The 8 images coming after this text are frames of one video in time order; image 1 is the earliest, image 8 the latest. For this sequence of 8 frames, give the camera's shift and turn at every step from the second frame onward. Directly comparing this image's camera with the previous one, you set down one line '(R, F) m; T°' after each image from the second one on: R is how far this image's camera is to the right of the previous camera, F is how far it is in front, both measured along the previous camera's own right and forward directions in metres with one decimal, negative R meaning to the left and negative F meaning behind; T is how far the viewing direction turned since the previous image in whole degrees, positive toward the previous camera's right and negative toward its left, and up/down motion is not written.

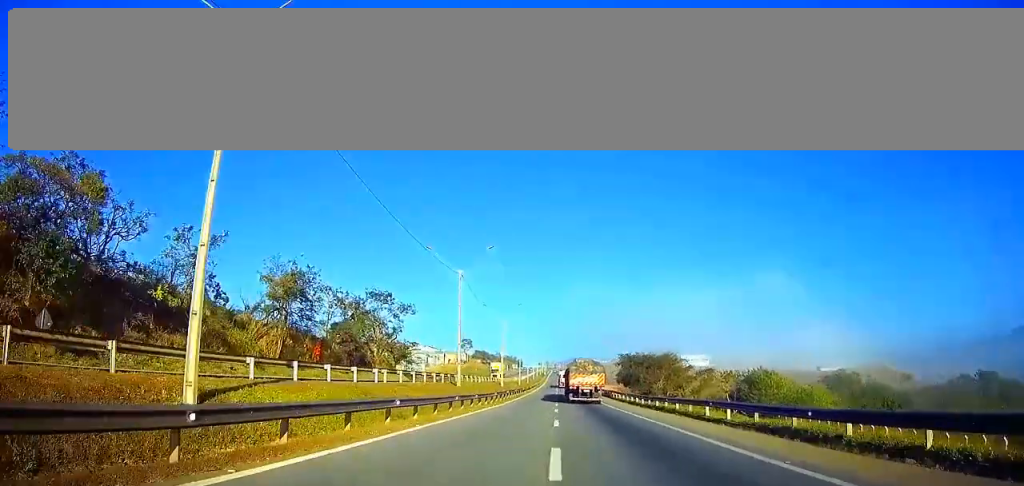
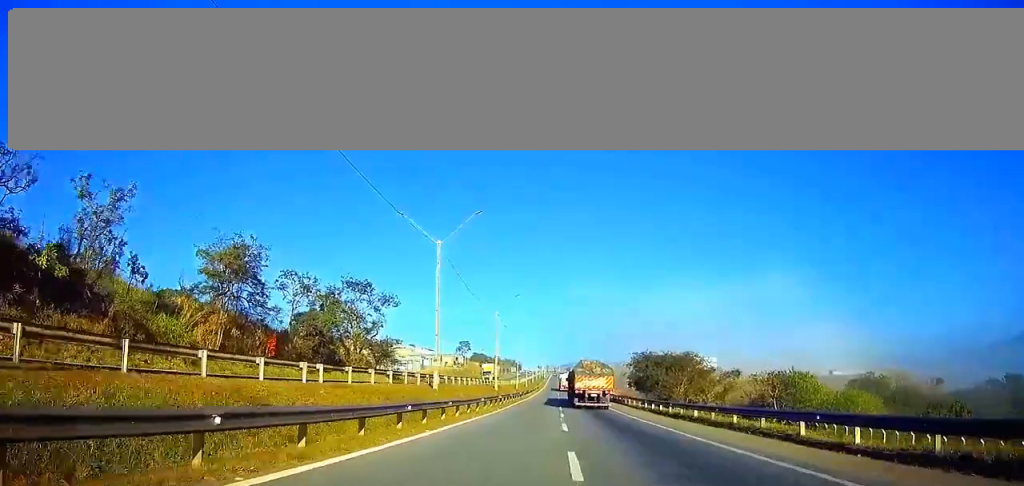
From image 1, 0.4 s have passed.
(0.0, +11.9) m; 0°
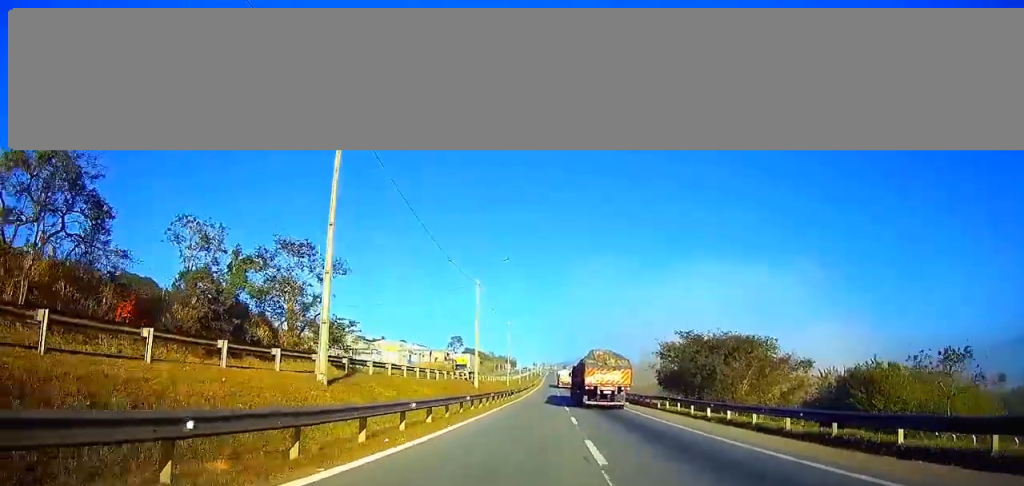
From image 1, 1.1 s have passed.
(+0.1, +21.6) m; 0°
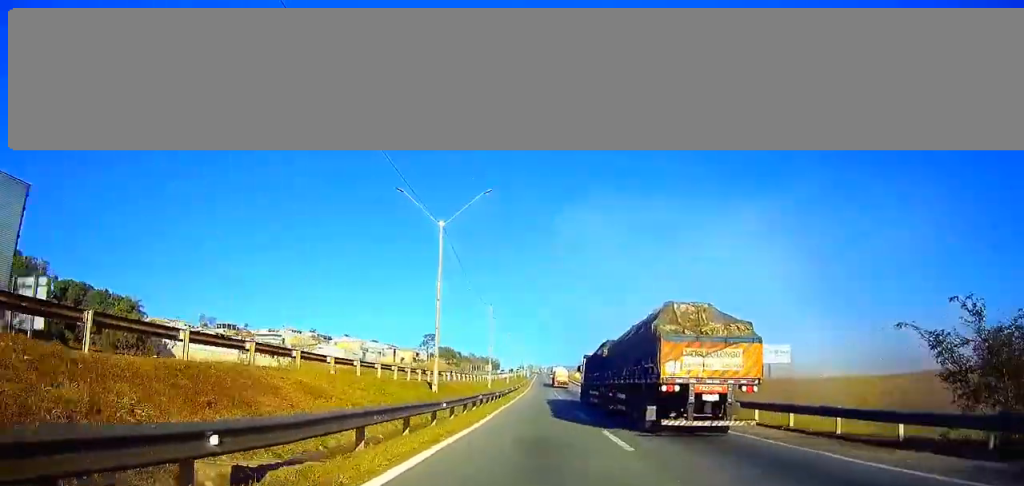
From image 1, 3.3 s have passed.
(+0.7, +63.3) m; +1°
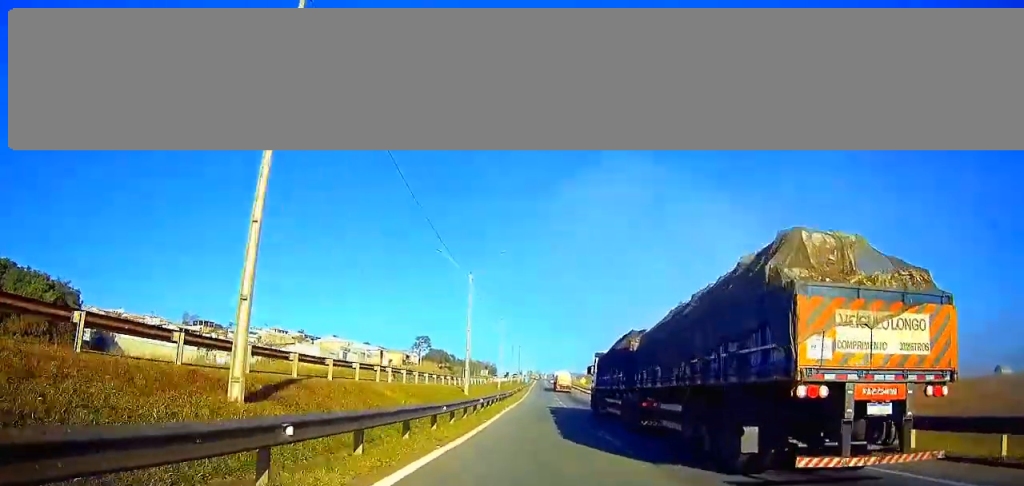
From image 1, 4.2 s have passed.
(+0.1, +24.4) m; 0°
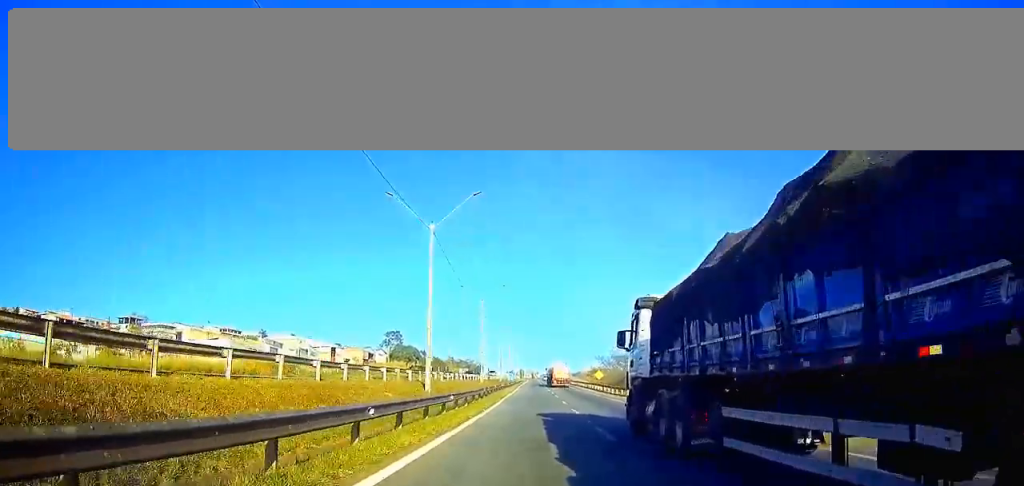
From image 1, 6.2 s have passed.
(+0.1, +55.2) m; 0°
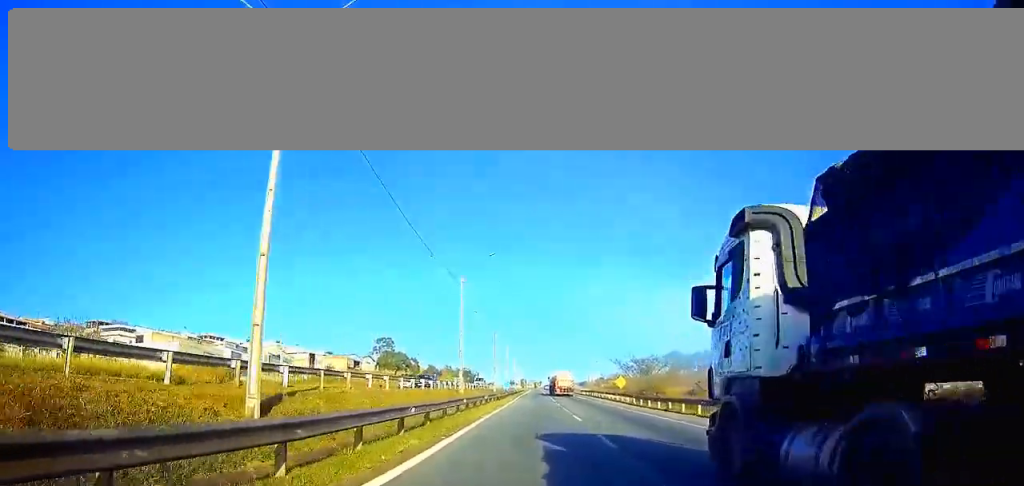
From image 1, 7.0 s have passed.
(0.0, +23.4) m; 0°
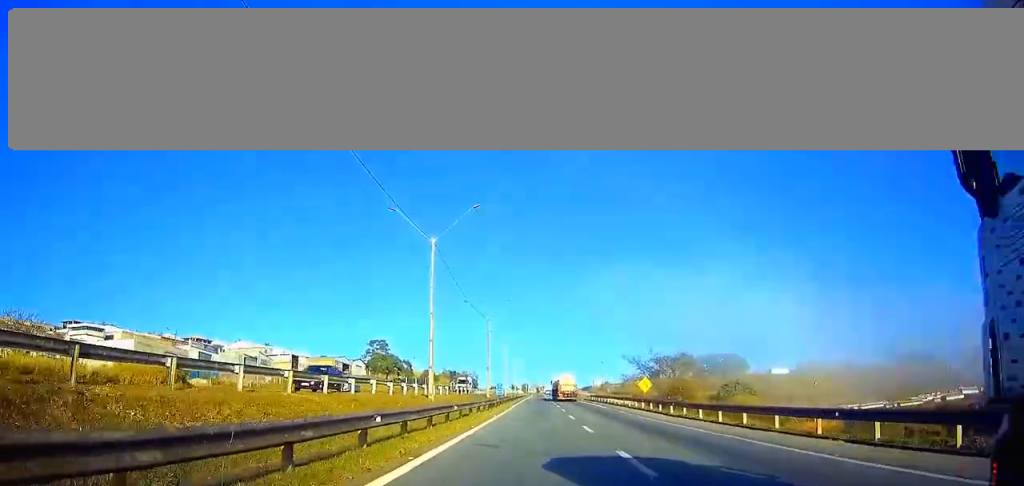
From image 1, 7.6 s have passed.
(0.0, +15.9) m; 0°
